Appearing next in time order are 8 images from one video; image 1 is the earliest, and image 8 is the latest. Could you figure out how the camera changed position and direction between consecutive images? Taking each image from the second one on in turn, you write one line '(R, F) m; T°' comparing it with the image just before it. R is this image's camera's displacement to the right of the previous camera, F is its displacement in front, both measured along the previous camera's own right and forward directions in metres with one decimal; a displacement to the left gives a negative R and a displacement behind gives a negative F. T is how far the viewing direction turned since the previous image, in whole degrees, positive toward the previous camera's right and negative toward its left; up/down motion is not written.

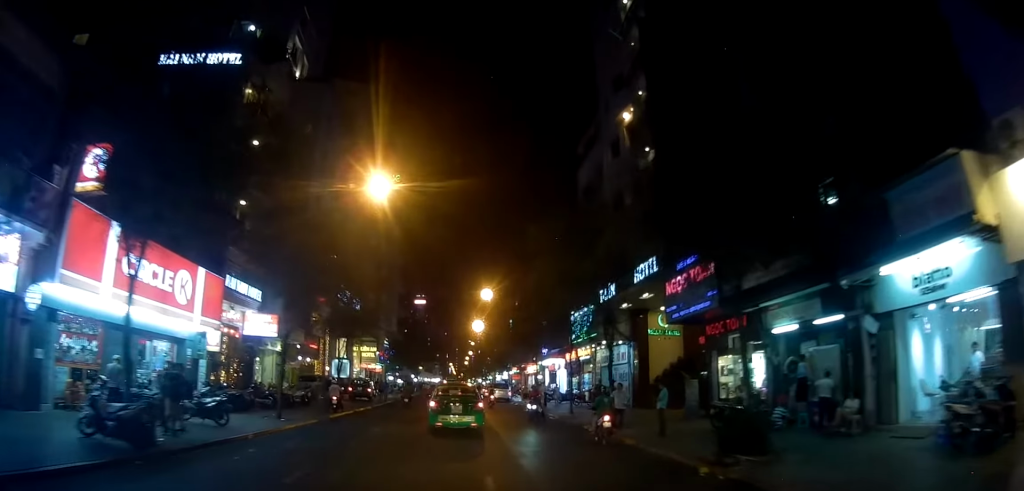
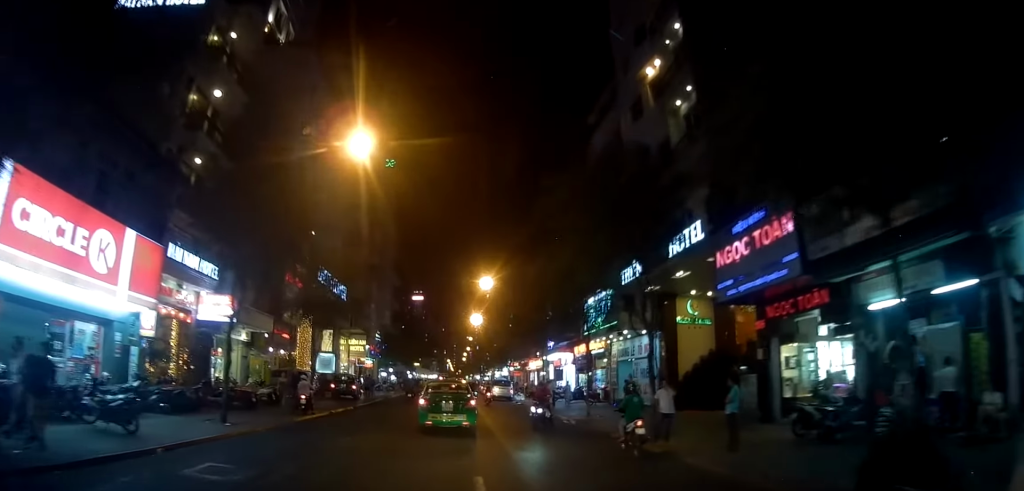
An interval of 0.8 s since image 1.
(+0.1, +4.3) m; +1°
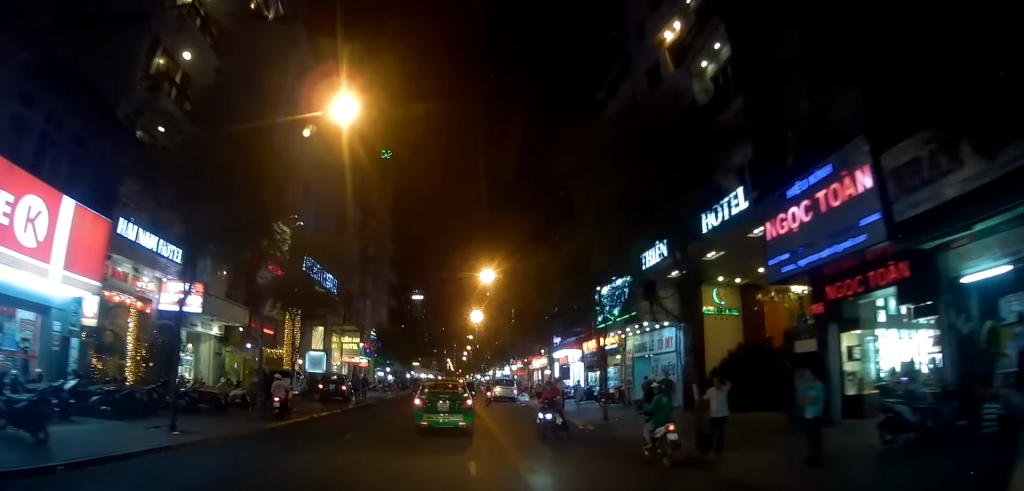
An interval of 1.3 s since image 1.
(+0.1, +2.9) m; 0°
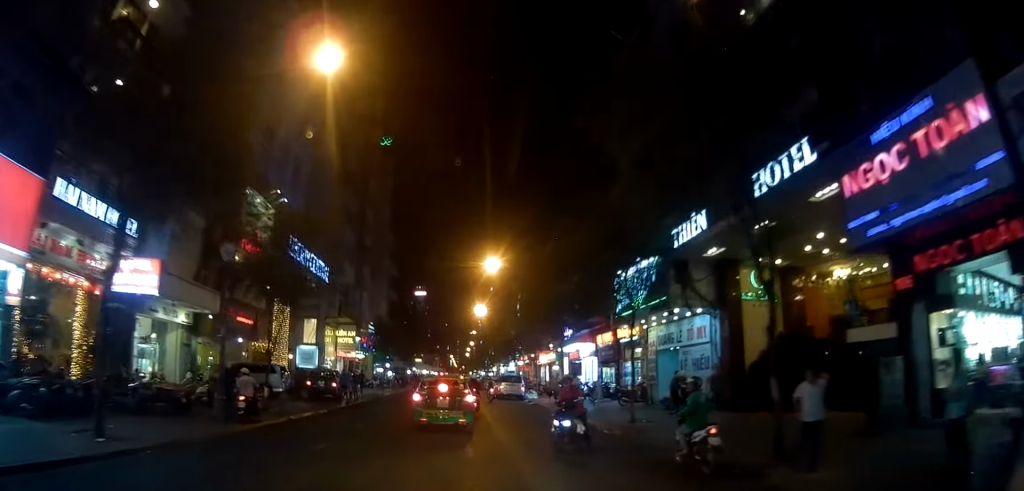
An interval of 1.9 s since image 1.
(-0.1, +3.0) m; -2°
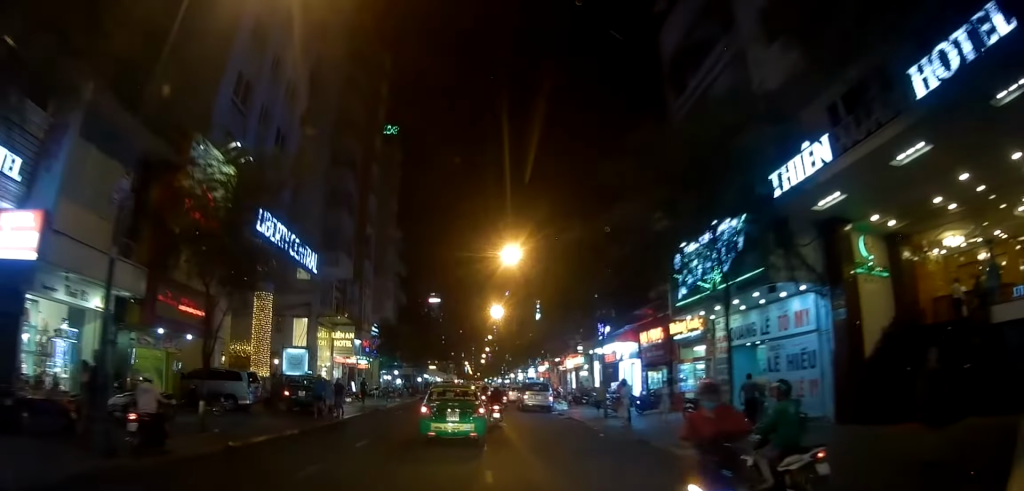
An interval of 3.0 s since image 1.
(-0.2, +5.4) m; -4°
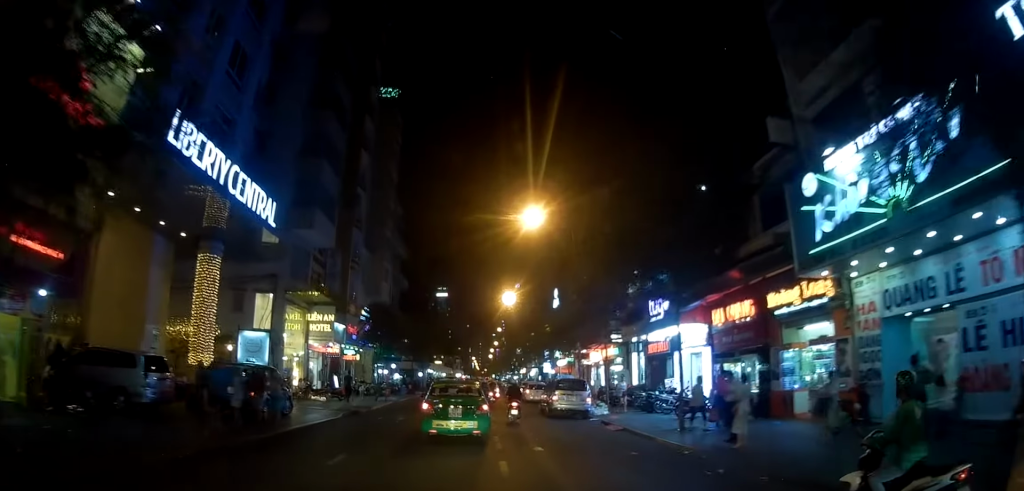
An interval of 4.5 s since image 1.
(-0.1, +6.8) m; -1°
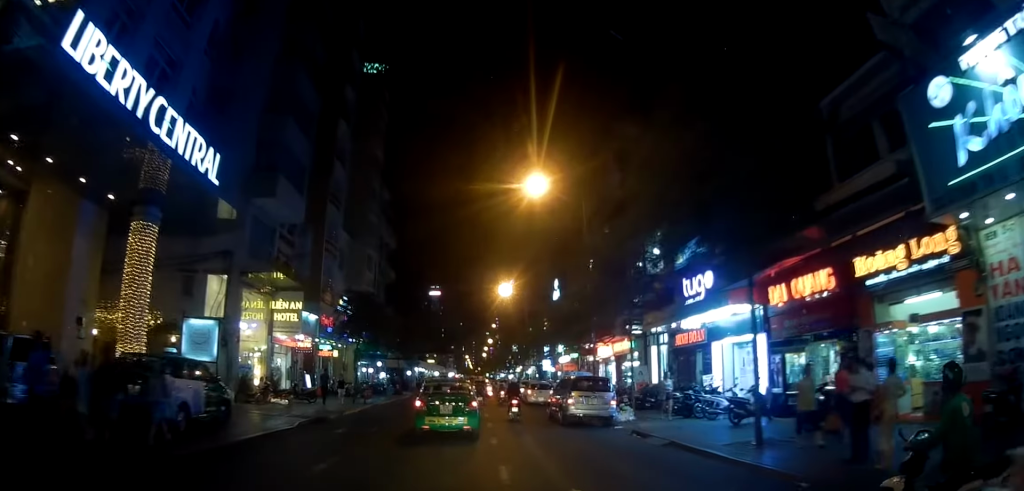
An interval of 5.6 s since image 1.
(0.0, +4.2) m; +1°
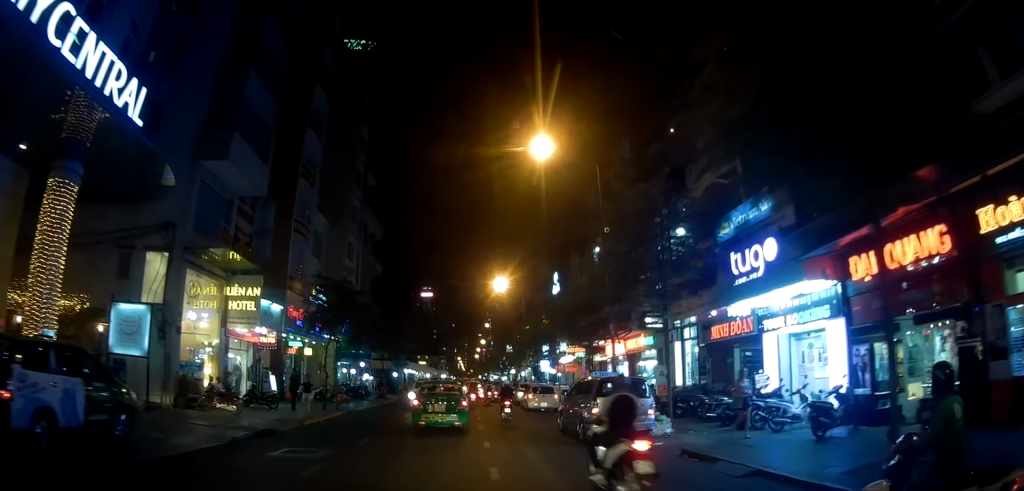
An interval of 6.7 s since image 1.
(+0.1, +3.9) m; +1°
